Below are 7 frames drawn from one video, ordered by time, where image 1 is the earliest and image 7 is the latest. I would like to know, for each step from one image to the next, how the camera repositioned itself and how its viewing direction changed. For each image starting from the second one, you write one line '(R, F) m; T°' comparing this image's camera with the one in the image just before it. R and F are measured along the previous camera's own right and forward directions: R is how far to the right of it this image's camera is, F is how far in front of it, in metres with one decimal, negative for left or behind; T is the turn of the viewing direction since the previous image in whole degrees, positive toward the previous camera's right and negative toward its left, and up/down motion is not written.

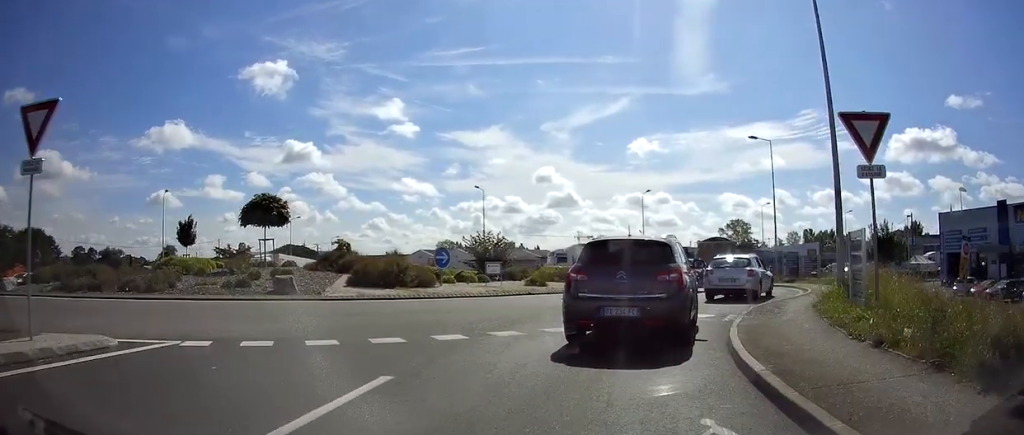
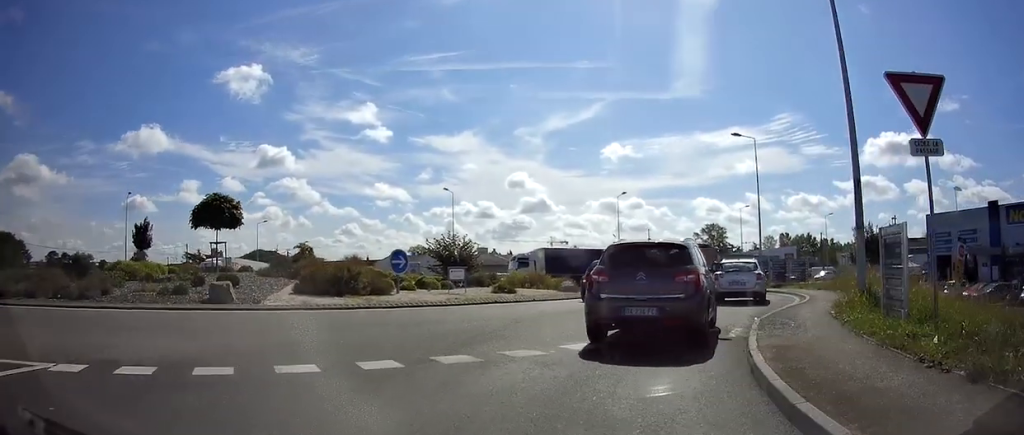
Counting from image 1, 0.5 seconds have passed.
(0.0, +2.4) m; +3°
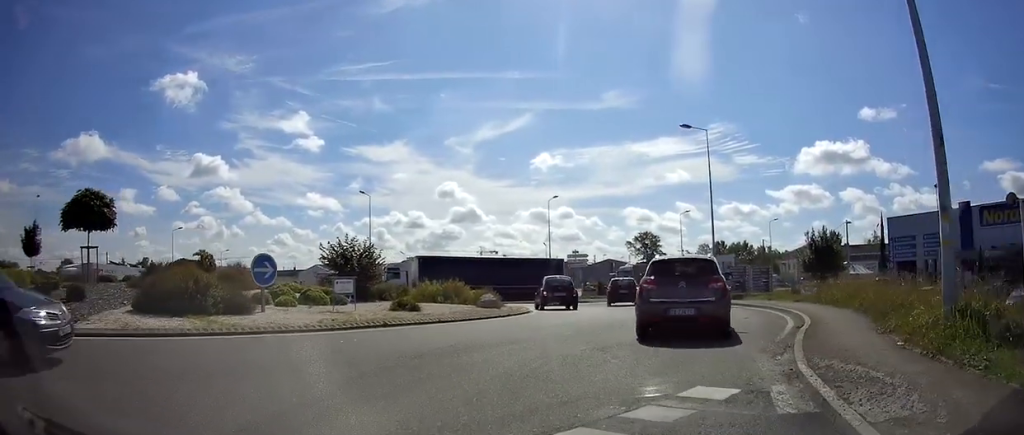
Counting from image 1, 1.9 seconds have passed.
(+0.4, +5.8) m; +7°
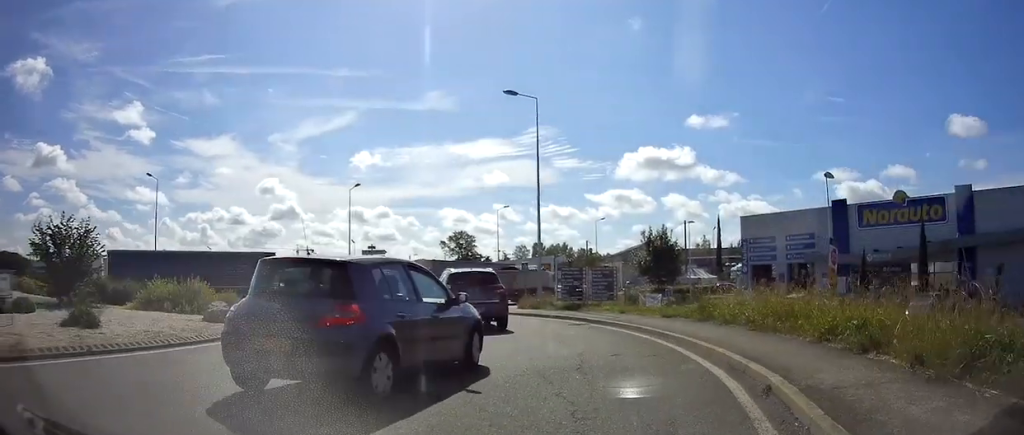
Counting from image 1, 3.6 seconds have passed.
(+1.0, +7.1) m; +15°
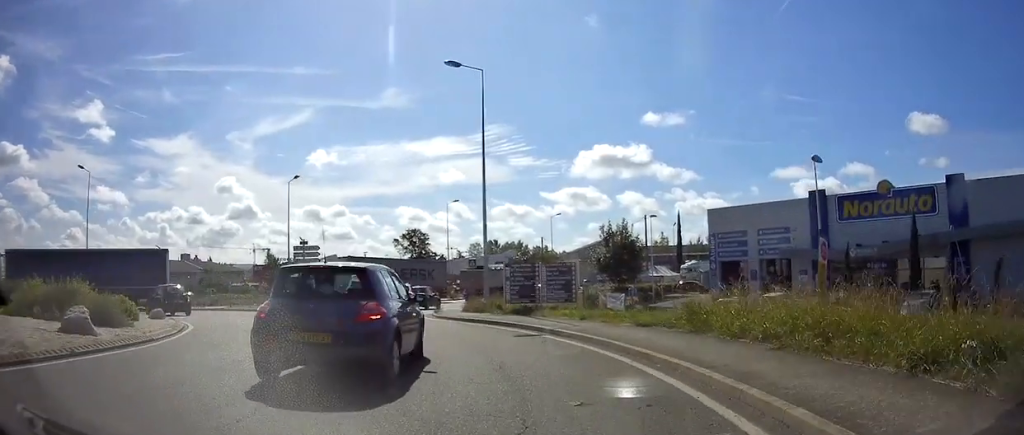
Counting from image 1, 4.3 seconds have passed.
(+0.1, +3.6) m; +1°
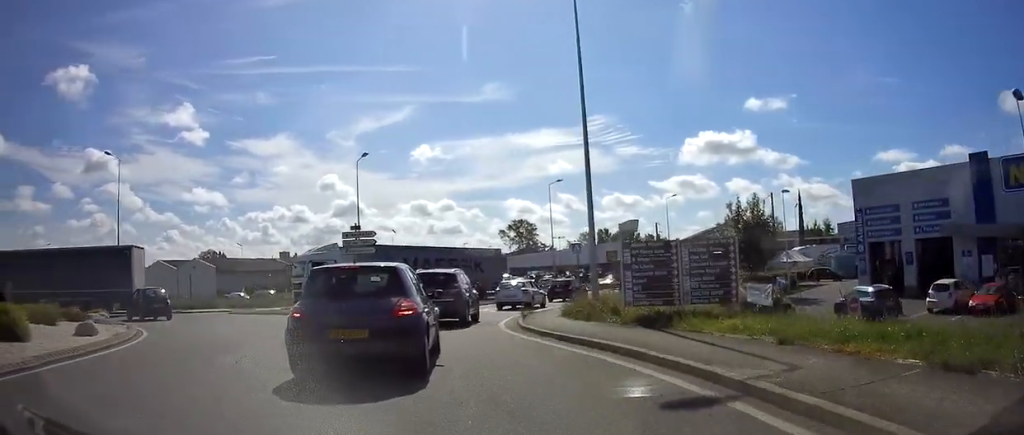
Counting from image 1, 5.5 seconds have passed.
(-0.3, +7.6) m; -10°
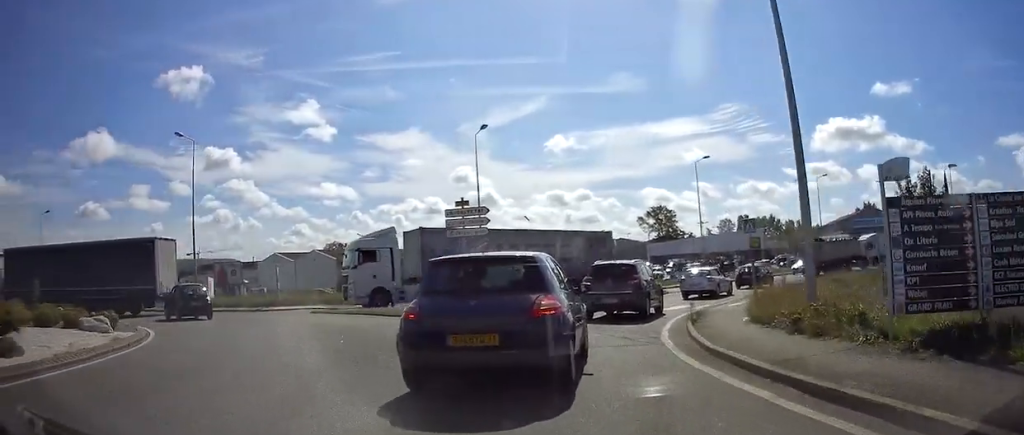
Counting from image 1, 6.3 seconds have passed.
(-0.4, +6.0) m; -11°
